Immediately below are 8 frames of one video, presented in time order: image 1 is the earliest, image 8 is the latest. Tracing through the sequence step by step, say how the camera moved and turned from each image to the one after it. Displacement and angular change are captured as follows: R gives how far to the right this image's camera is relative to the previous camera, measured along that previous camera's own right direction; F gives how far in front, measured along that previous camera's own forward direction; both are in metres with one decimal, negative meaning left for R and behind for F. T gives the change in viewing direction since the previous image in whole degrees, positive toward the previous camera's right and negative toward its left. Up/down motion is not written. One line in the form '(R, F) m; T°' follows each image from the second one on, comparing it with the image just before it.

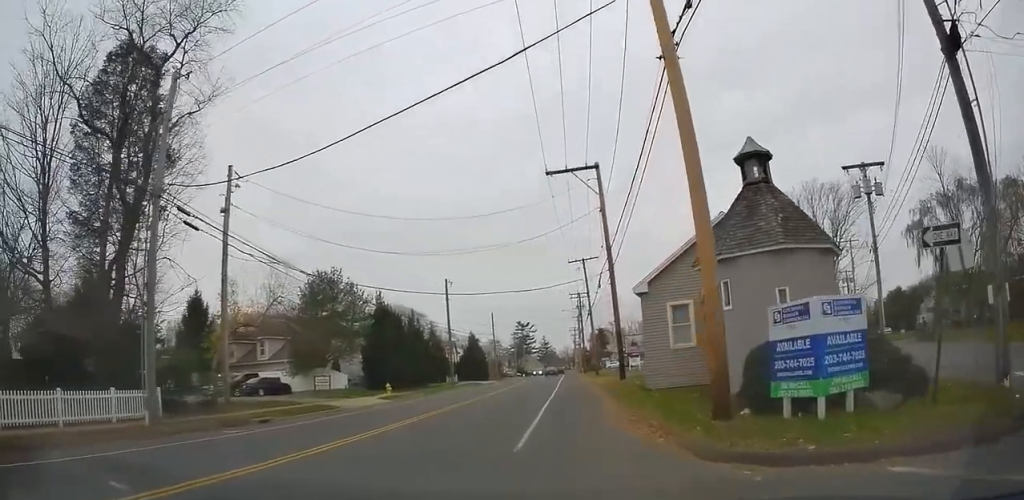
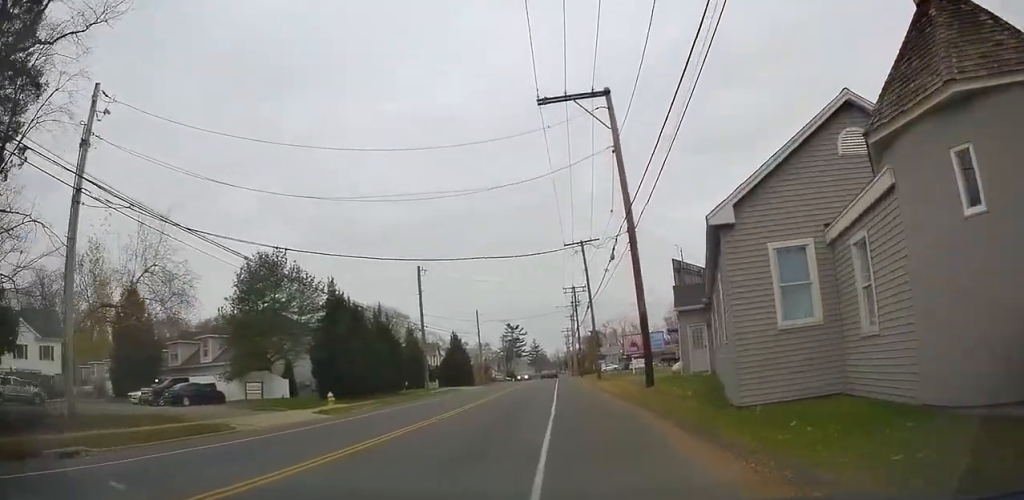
(-0.2, +8.4) m; -2°
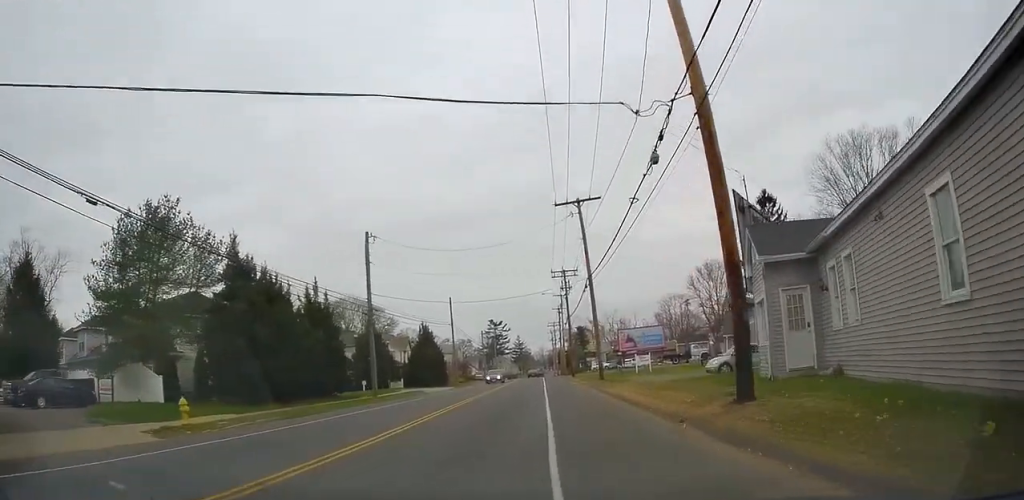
(-0.1, +10.7) m; +2°
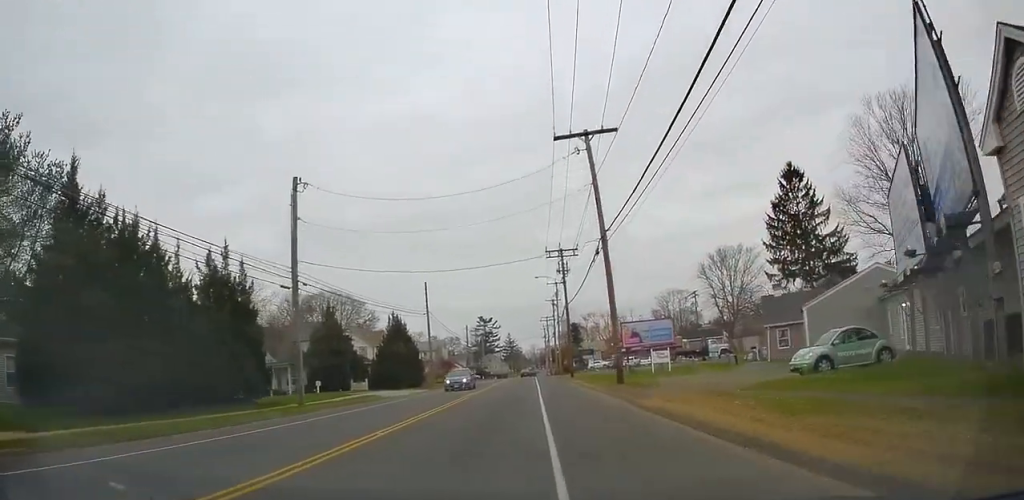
(+0.3, +10.5) m; +2°
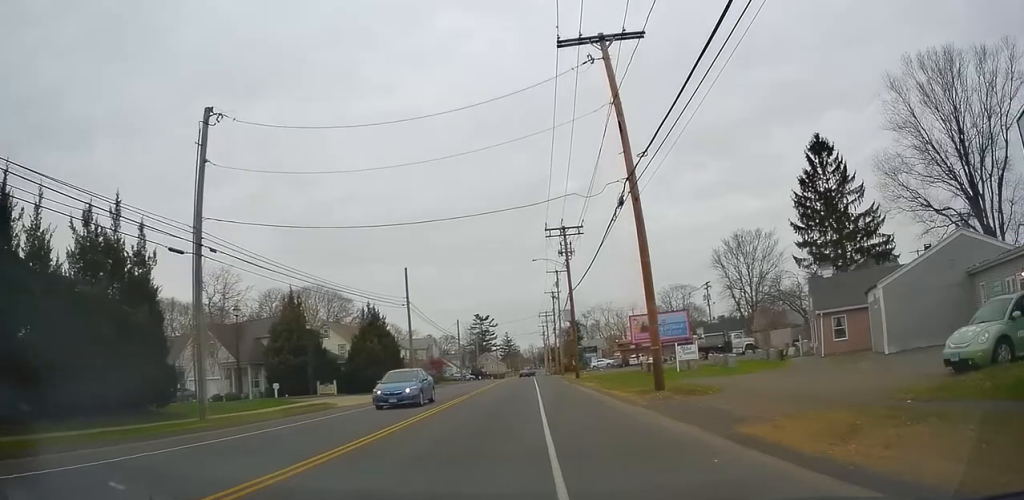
(0.0, +8.3) m; 0°
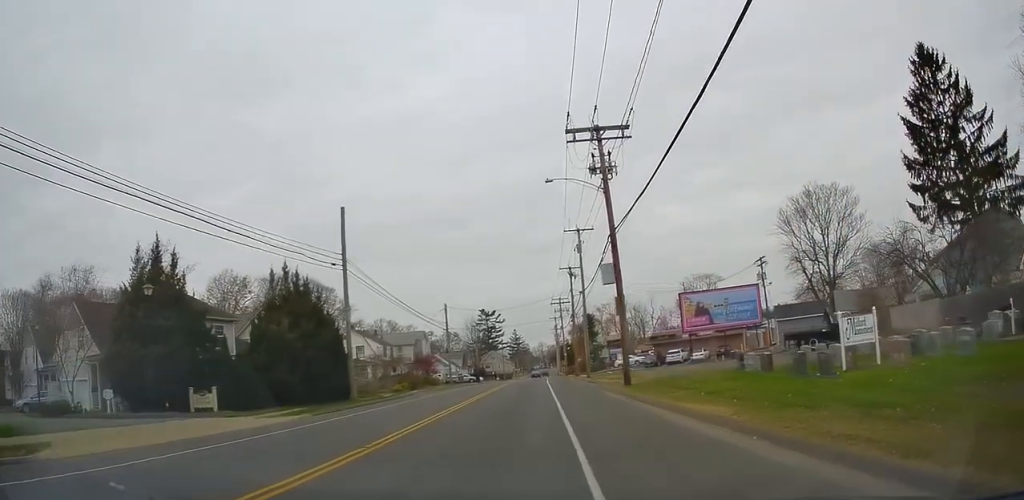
(0.0, +20.0) m; -2°
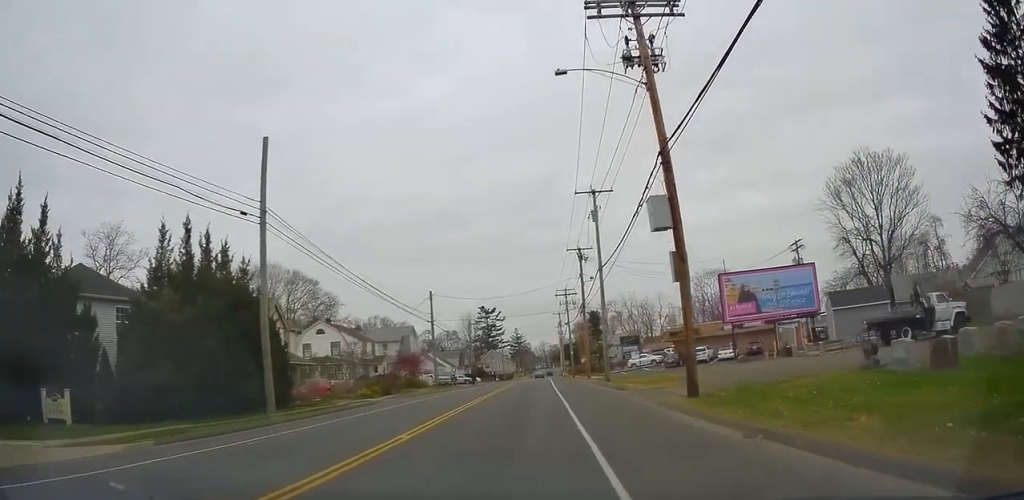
(-0.2, +10.5) m; -1°
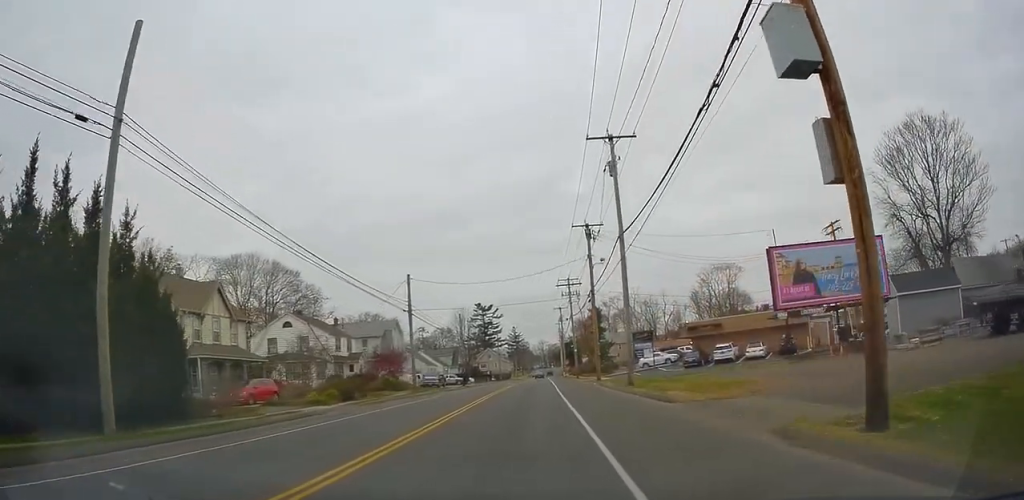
(-0.2, +9.1) m; 0°
